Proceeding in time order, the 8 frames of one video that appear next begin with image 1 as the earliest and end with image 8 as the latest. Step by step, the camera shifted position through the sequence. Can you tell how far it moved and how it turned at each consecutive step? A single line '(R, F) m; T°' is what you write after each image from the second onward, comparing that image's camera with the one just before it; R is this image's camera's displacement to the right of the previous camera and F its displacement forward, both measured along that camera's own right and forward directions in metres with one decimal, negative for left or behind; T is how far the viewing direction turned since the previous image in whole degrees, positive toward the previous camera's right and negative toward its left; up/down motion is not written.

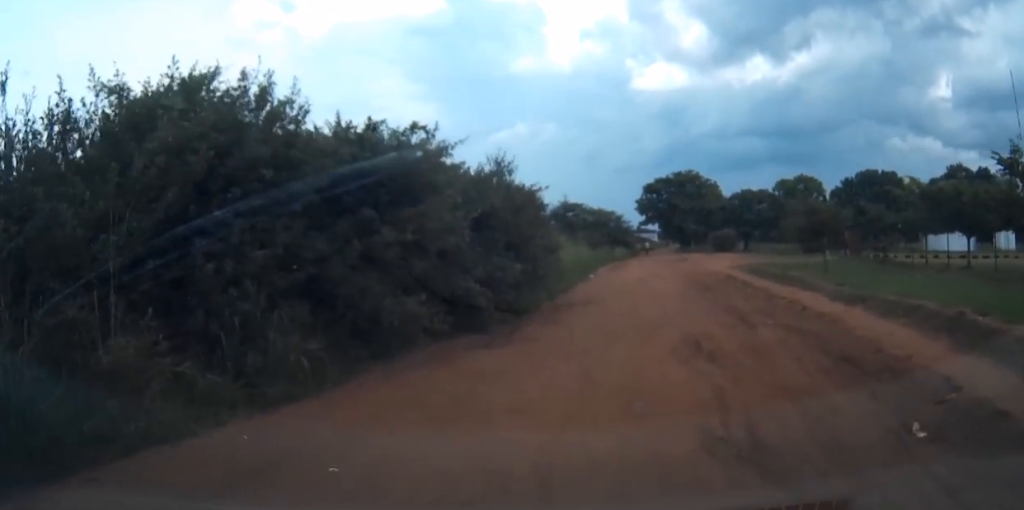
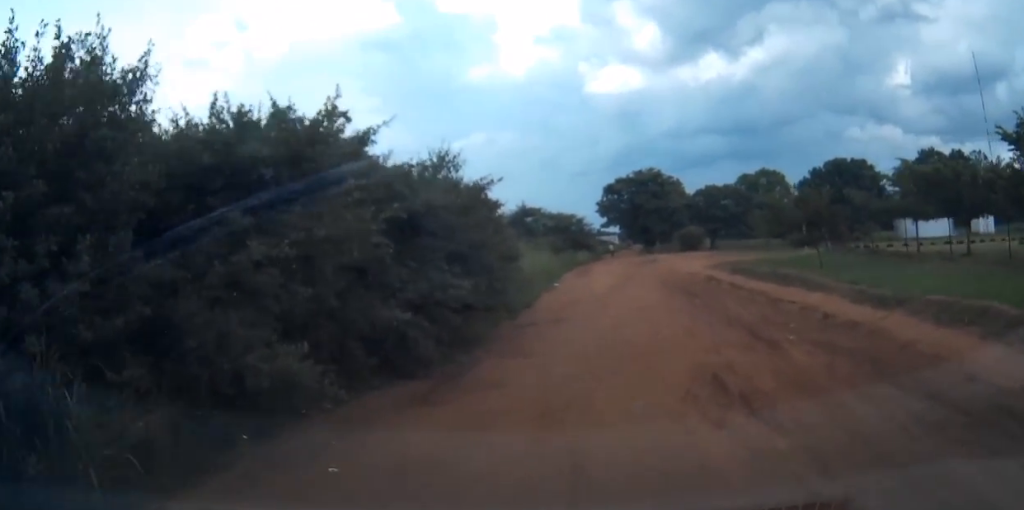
(0.0, +3.3) m; +2°
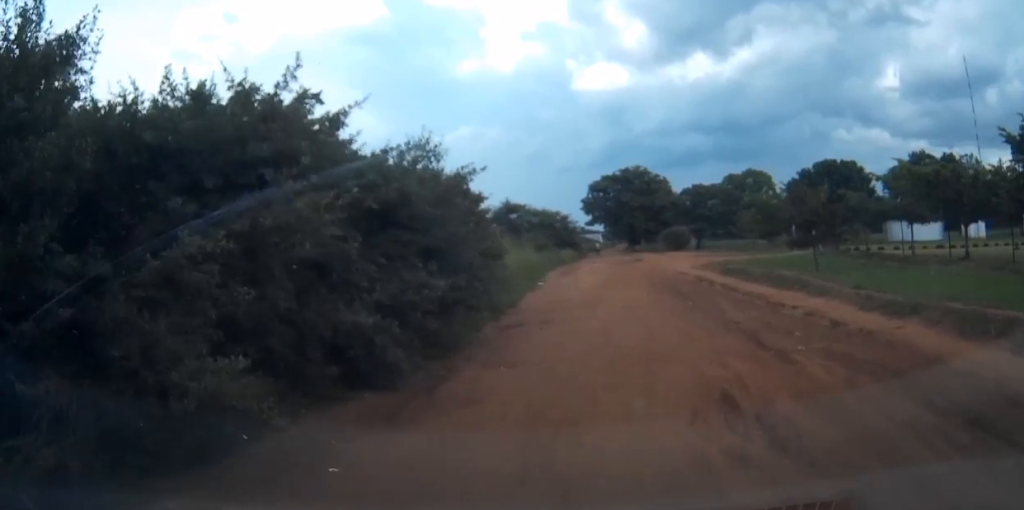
(0.0, +1.1) m; +2°
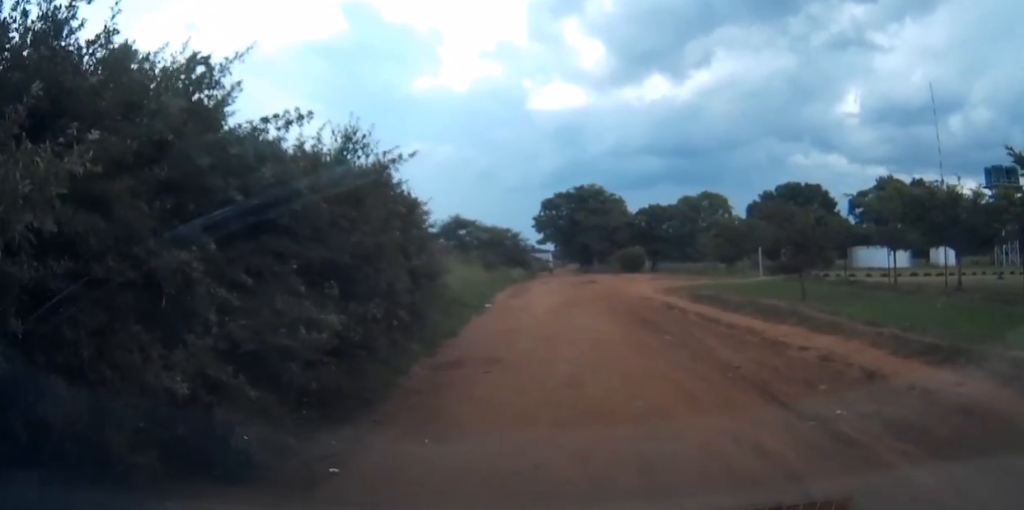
(+0.2, +3.2) m; +7°
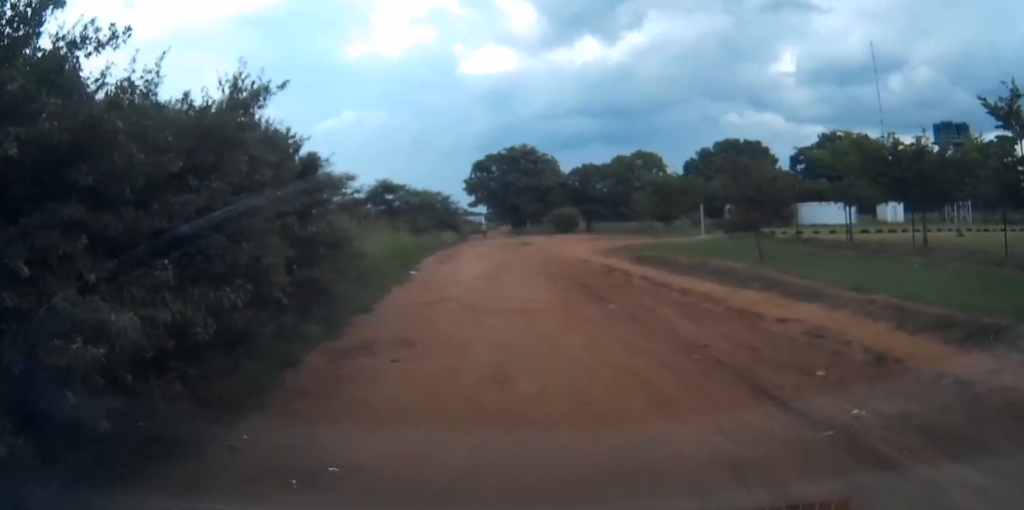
(+0.1, +2.0) m; +4°
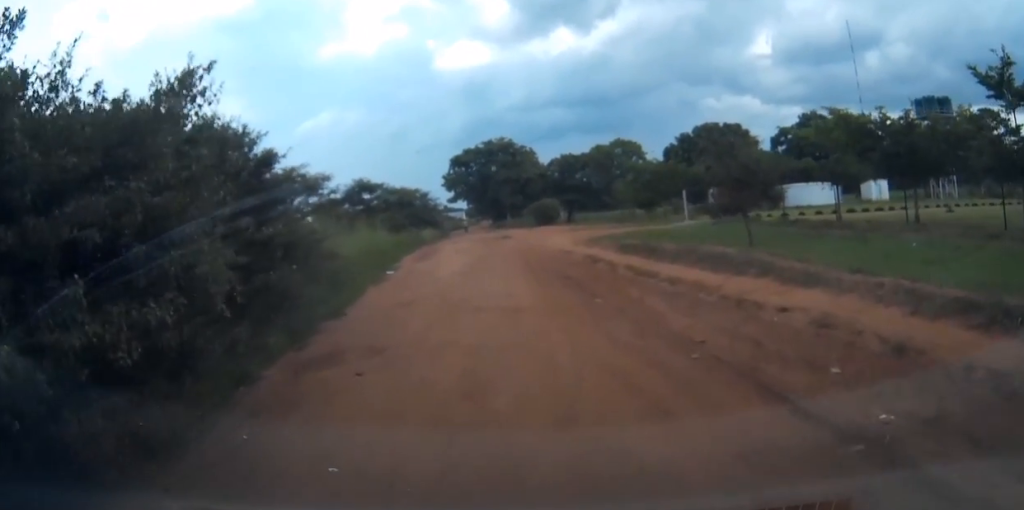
(0.0, +0.8) m; 0°
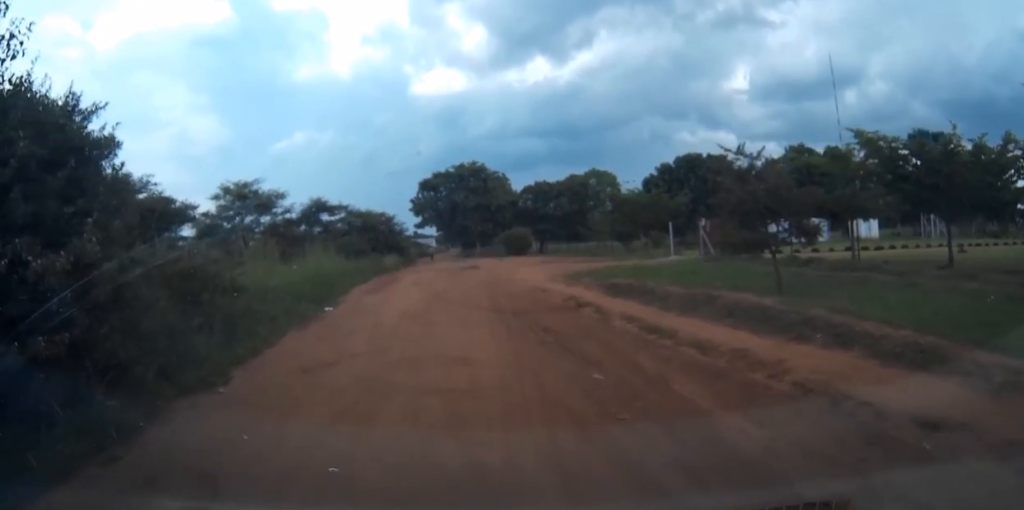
(+0.1, +4.5) m; +7°
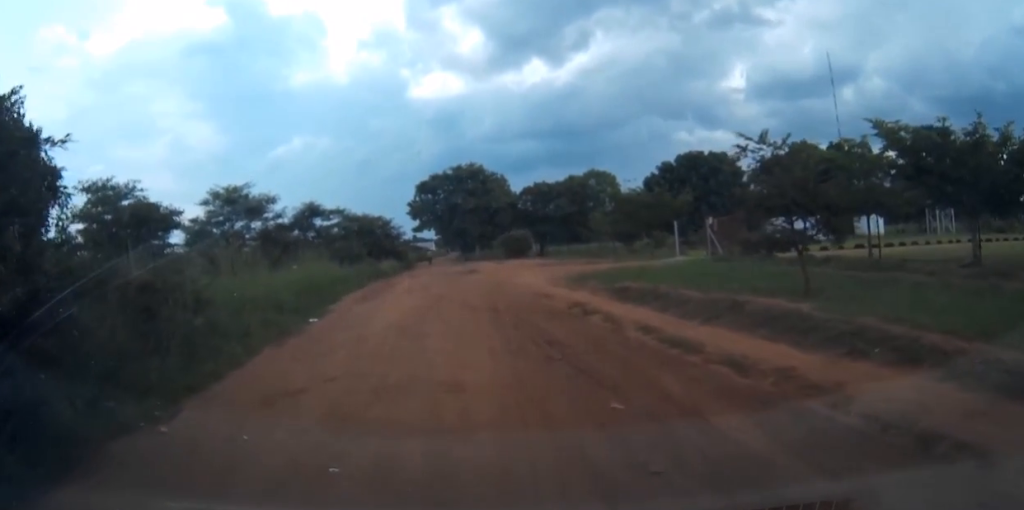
(+0.1, +1.6) m; +3°
